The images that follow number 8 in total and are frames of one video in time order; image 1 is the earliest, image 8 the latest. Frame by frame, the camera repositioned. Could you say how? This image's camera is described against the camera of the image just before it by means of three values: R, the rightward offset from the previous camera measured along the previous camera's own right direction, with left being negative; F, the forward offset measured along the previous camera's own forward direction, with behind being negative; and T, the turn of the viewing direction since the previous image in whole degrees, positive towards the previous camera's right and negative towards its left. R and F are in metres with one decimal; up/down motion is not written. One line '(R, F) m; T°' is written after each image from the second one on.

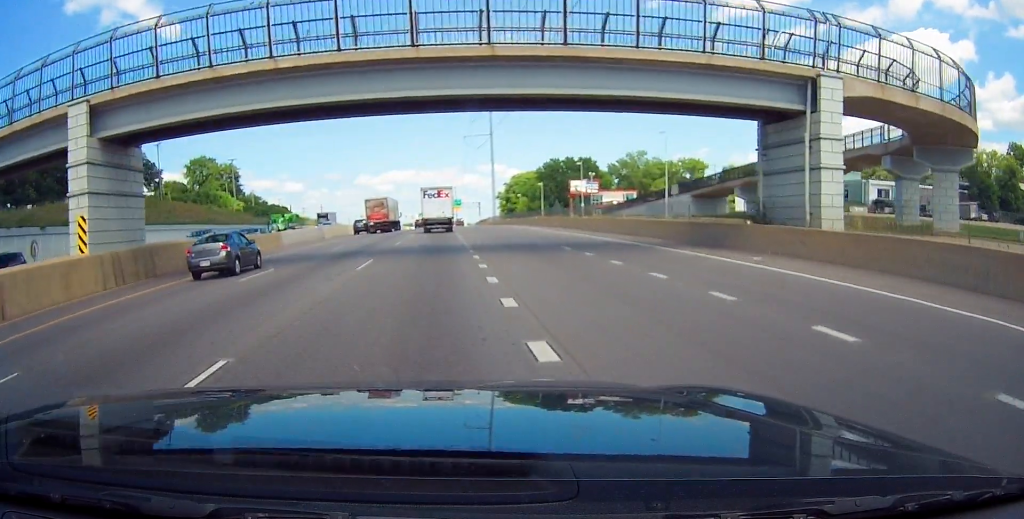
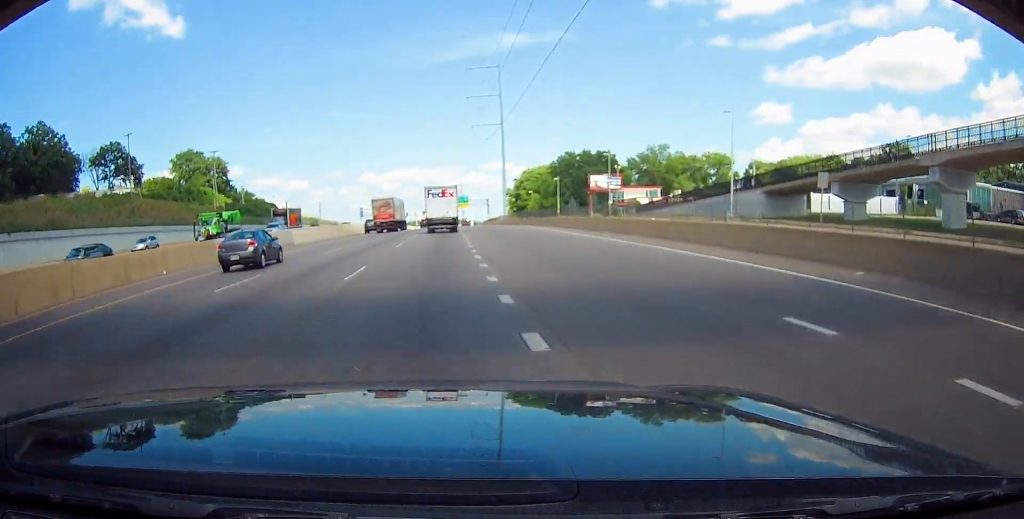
(0.0, +17.2) m; -1°
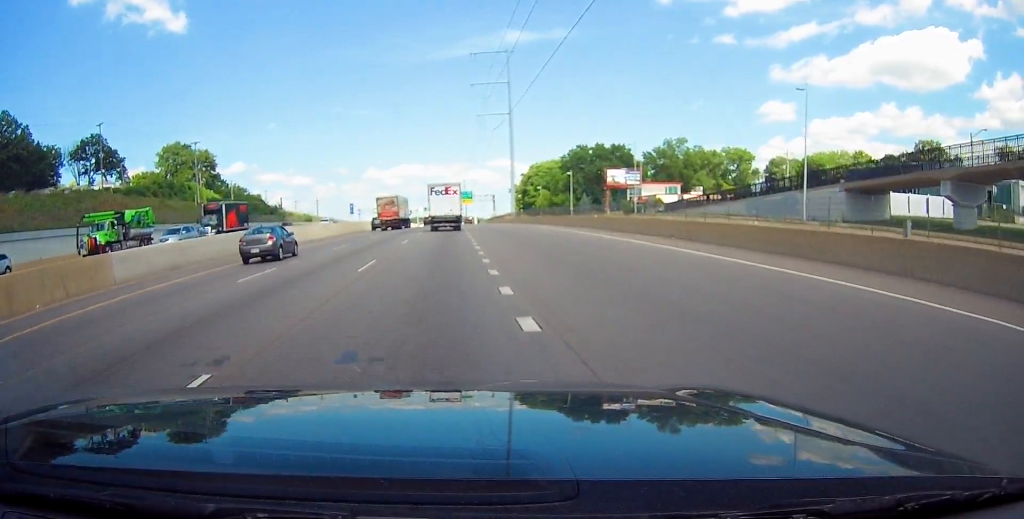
(0.0, +13.1) m; -1°
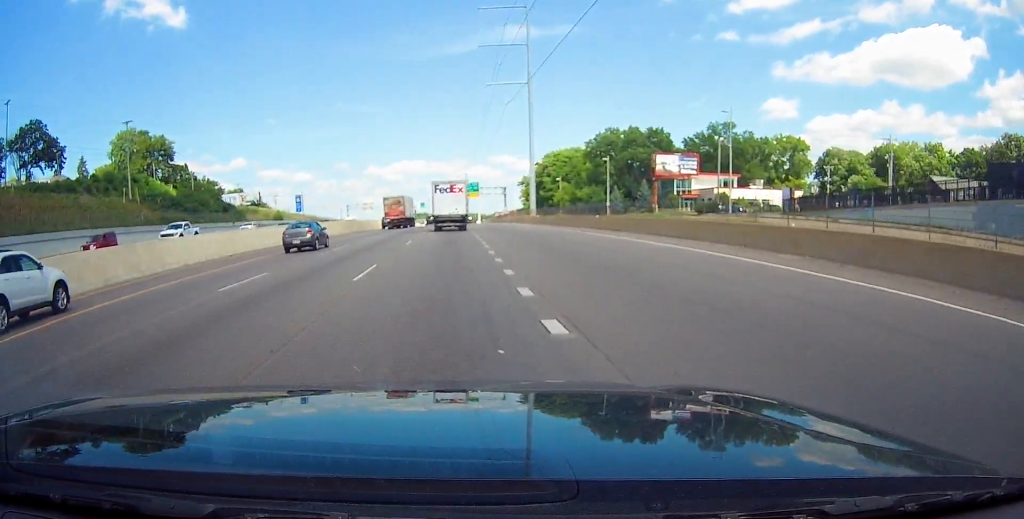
(-0.3, +32.5) m; 0°
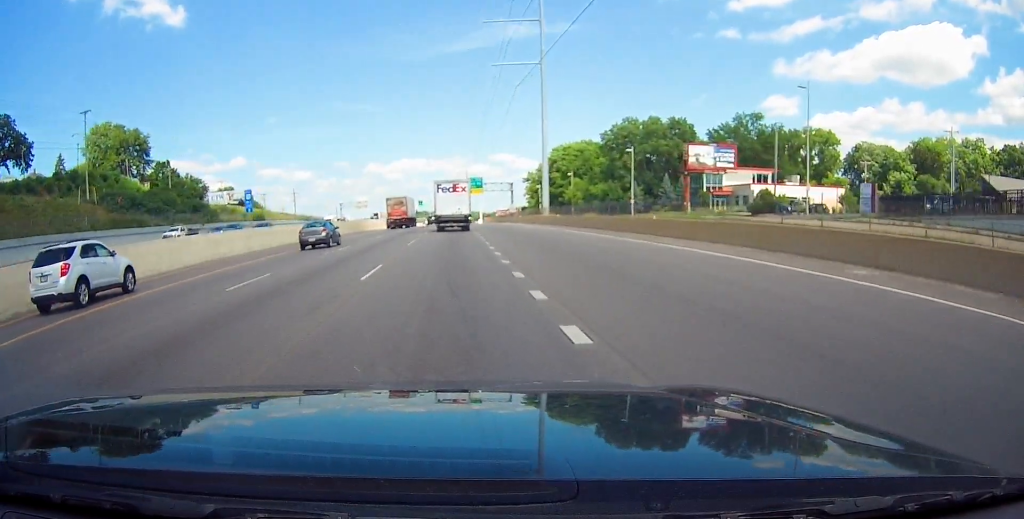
(+0.4, +15.0) m; 0°
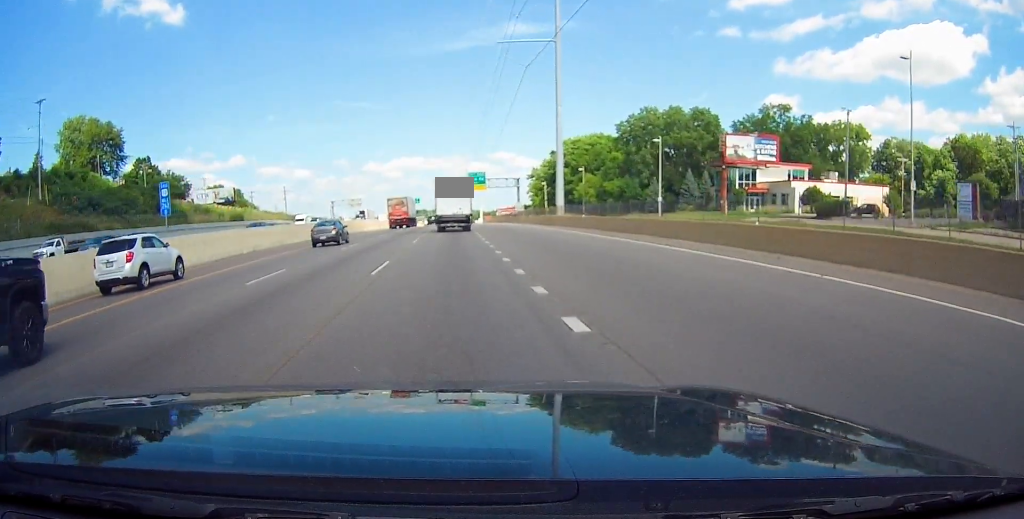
(-0.3, +13.6) m; 0°
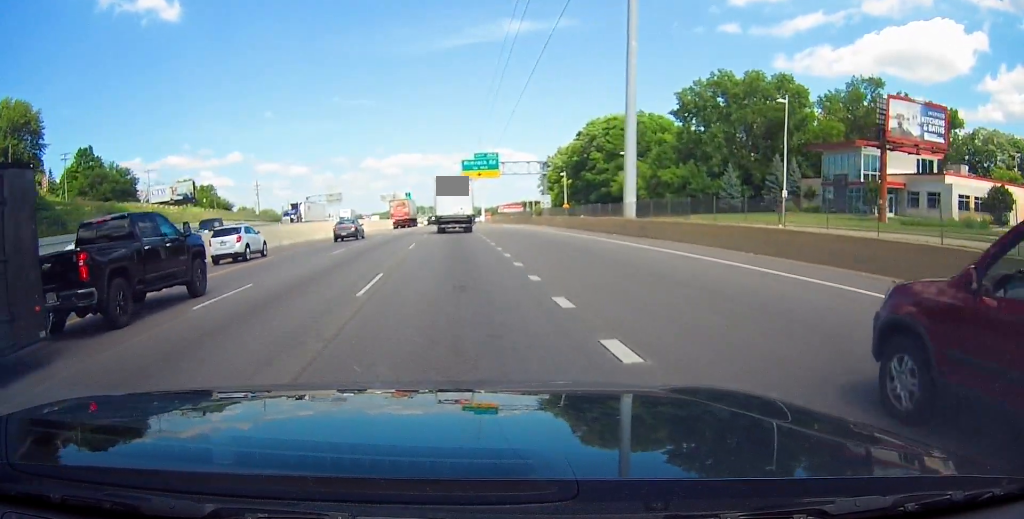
(+0.7, +34.0) m; +1°
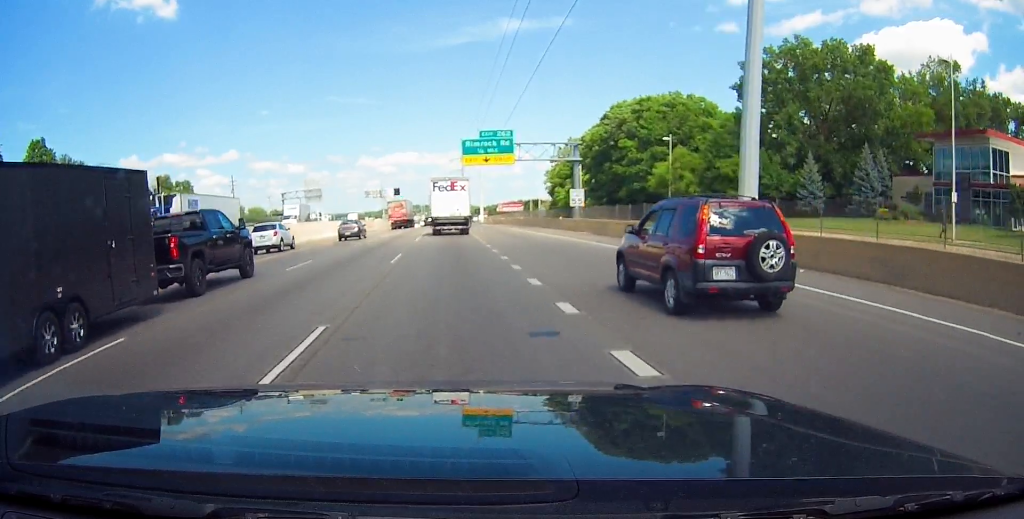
(-0.5, +22.1) m; -1°
